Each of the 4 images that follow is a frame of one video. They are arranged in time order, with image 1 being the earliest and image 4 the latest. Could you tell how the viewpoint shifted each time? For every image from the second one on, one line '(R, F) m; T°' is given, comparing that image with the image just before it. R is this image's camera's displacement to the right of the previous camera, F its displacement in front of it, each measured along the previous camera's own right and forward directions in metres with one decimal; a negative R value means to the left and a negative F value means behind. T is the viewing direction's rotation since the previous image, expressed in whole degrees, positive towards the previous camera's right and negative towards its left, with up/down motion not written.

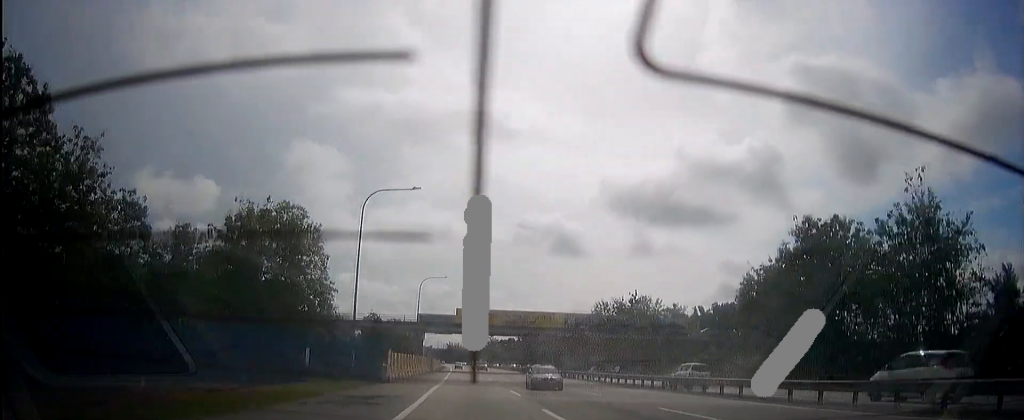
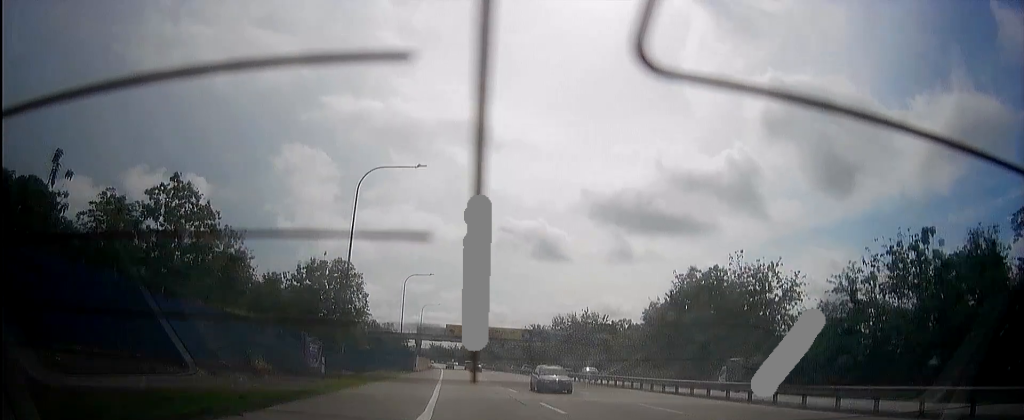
(-0.8, +35.0) m; -2°
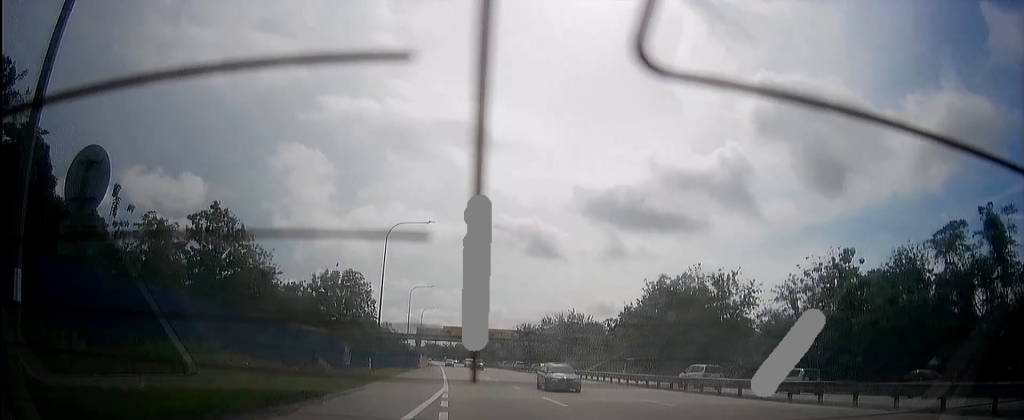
(-0.1, +14.4) m; -1°
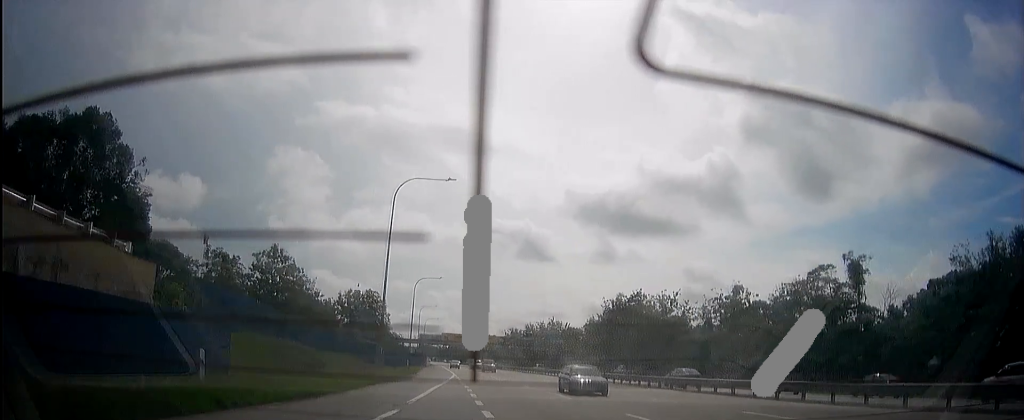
(-0.2, +27.6) m; -1°
